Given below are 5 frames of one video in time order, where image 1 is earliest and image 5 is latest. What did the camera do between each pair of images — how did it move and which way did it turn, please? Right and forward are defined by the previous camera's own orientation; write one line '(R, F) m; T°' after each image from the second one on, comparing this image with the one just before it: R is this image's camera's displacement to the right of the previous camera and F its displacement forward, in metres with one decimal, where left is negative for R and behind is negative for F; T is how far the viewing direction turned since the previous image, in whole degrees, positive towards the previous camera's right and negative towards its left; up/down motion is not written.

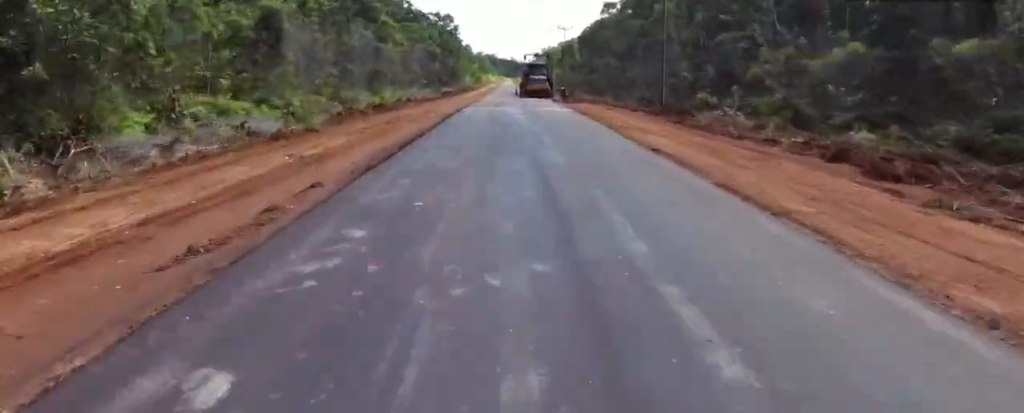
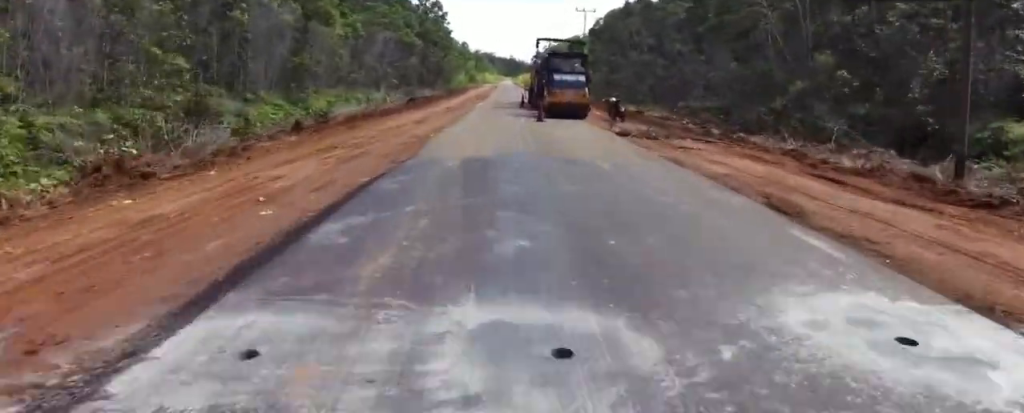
(-2.2, +22.3) m; -5°
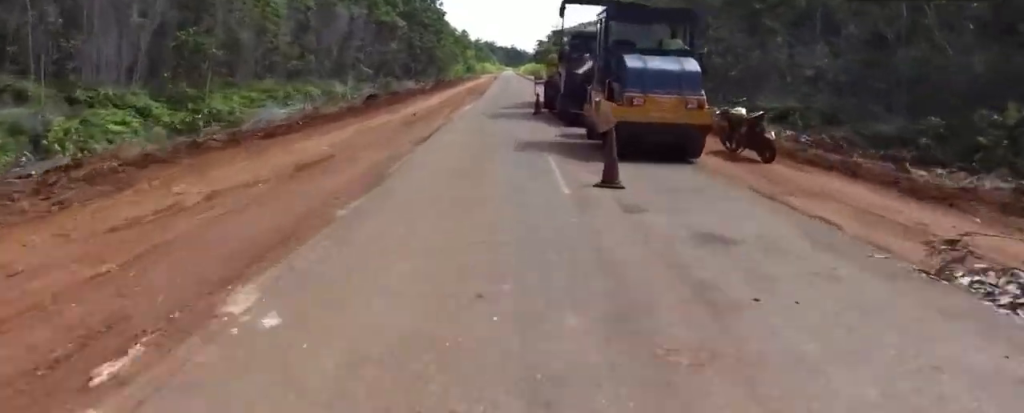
(0.0, +13.3) m; +2°
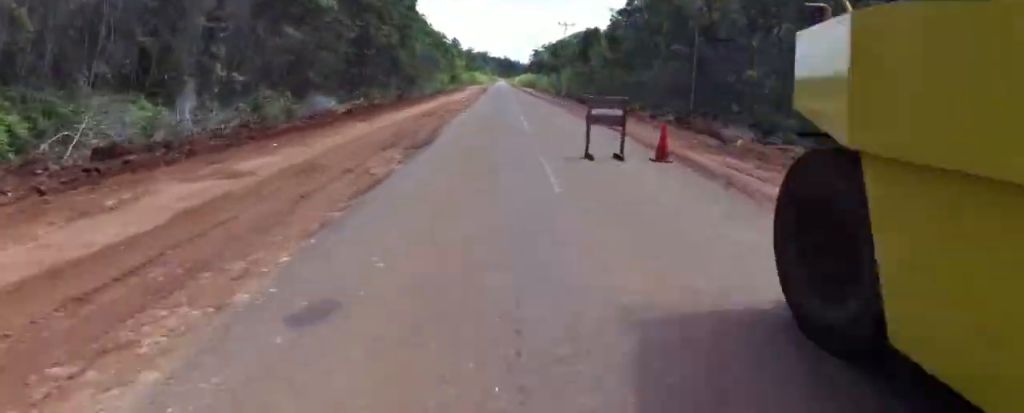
(+1.6, +23.4) m; +7°
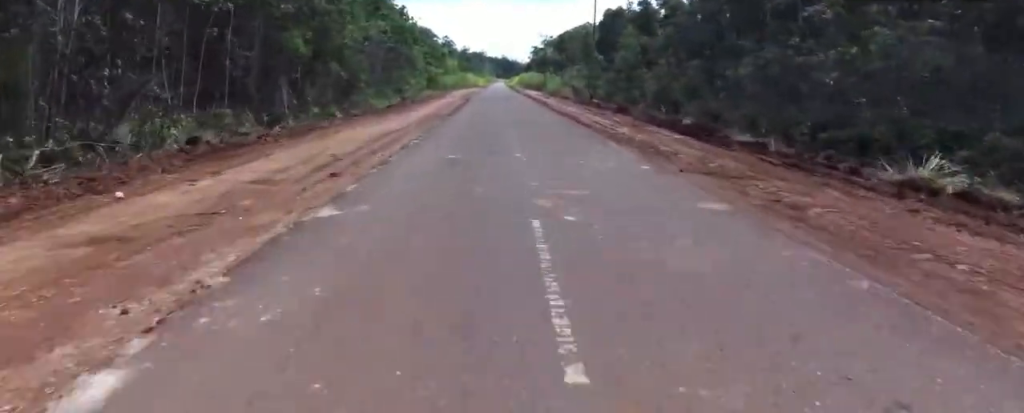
(-2.1, +27.8) m; -5°
